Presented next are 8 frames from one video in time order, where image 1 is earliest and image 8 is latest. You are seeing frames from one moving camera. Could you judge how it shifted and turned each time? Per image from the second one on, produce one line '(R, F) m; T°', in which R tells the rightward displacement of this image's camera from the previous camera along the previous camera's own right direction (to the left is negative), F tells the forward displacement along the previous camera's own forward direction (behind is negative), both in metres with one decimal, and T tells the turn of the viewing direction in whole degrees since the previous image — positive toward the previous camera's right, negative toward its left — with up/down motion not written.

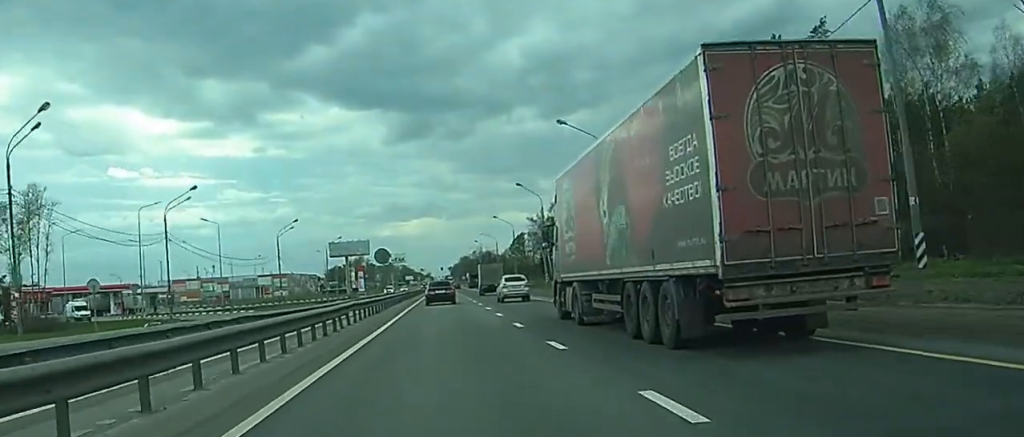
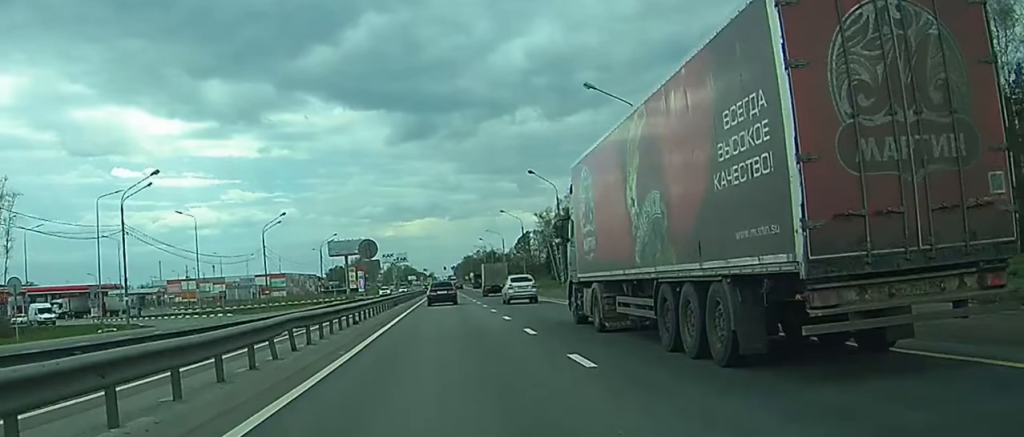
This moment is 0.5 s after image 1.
(-0.1, +10.7) m; 0°
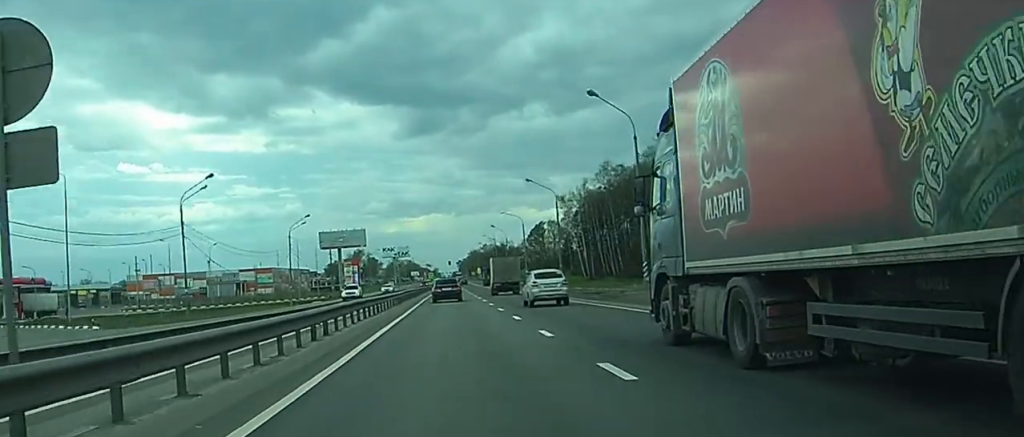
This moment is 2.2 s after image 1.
(-0.2, +33.6) m; 0°
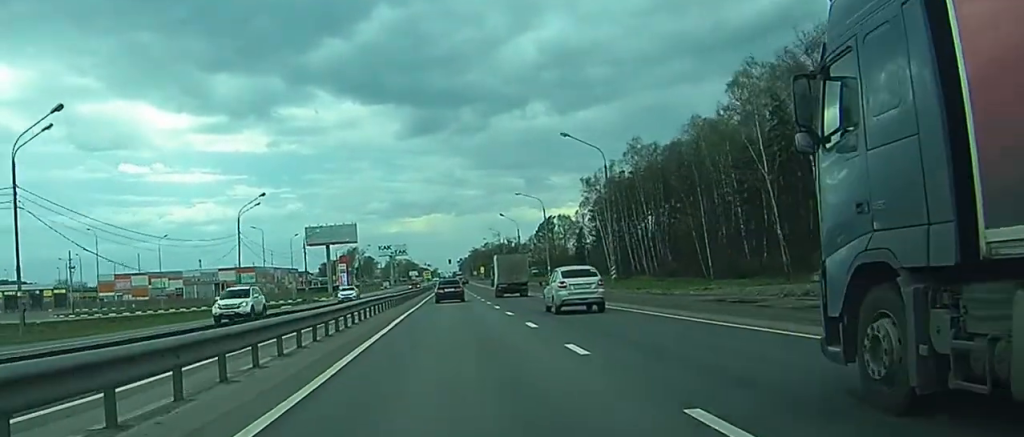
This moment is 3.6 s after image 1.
(+0.1, +28.3) m; +1°
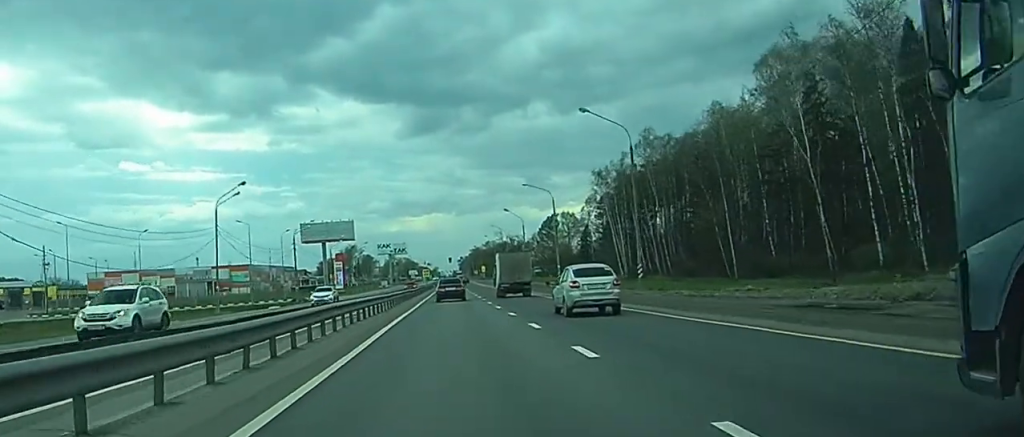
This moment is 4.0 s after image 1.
(0.0, +8.8) m; 0°
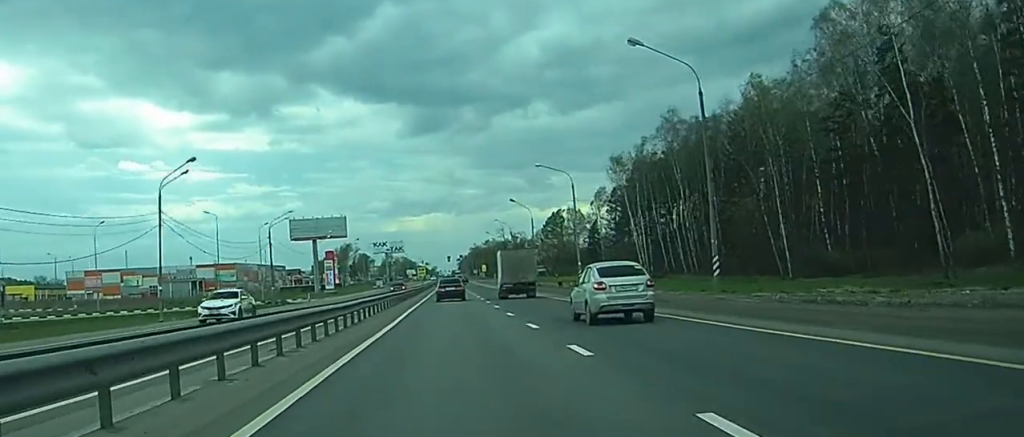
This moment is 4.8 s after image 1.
(0.0, +15.5) m; 0°
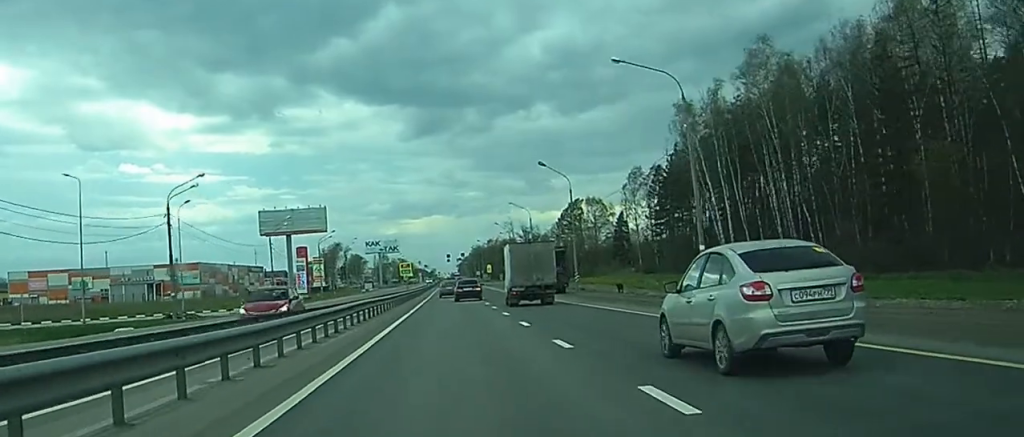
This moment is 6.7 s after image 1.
(+0.3, +37.1) m; +1°
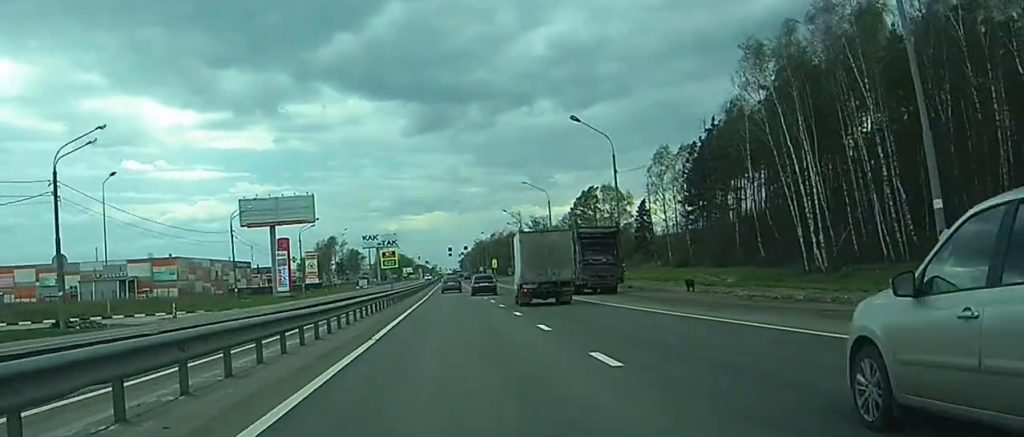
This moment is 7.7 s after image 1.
(0.0, +19.8) m; -1°
